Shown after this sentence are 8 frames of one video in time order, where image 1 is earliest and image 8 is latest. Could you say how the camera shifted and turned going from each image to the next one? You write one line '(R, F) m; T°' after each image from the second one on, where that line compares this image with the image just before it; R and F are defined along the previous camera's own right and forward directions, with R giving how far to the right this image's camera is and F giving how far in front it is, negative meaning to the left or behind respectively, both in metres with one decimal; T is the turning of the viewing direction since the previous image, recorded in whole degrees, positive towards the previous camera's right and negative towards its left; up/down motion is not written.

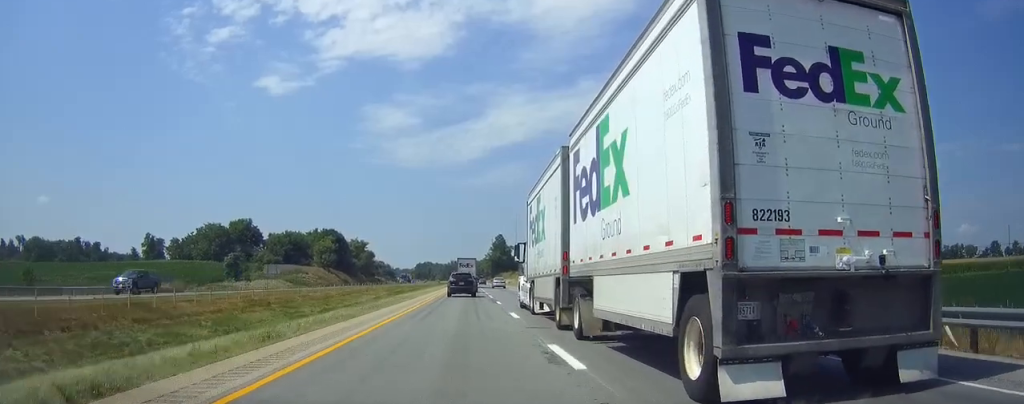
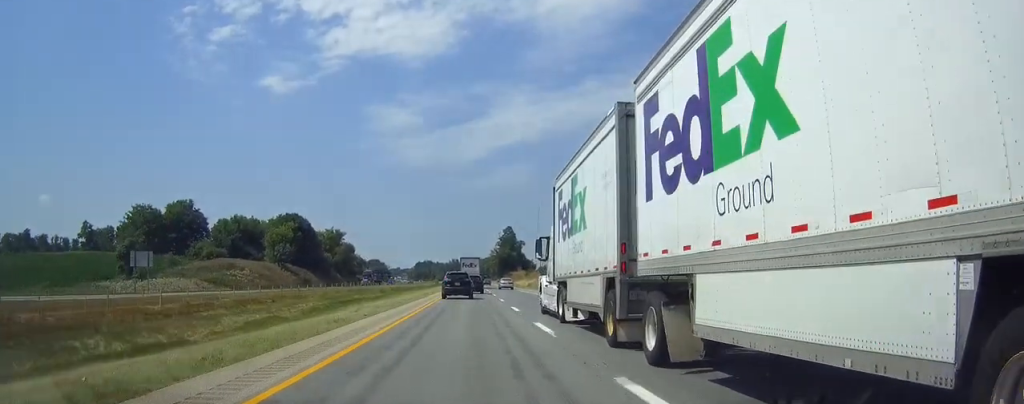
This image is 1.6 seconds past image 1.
(-0.1, +51.4) m; -1°
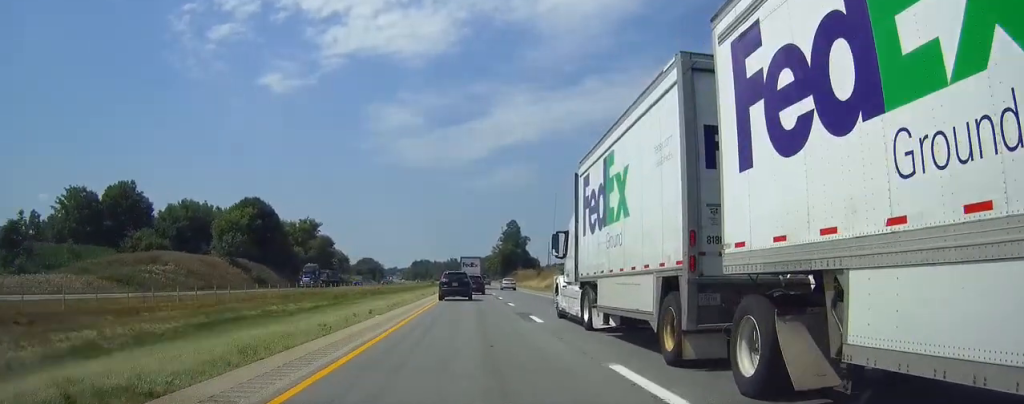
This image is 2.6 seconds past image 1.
(-0.1, +31.9) m; 0°
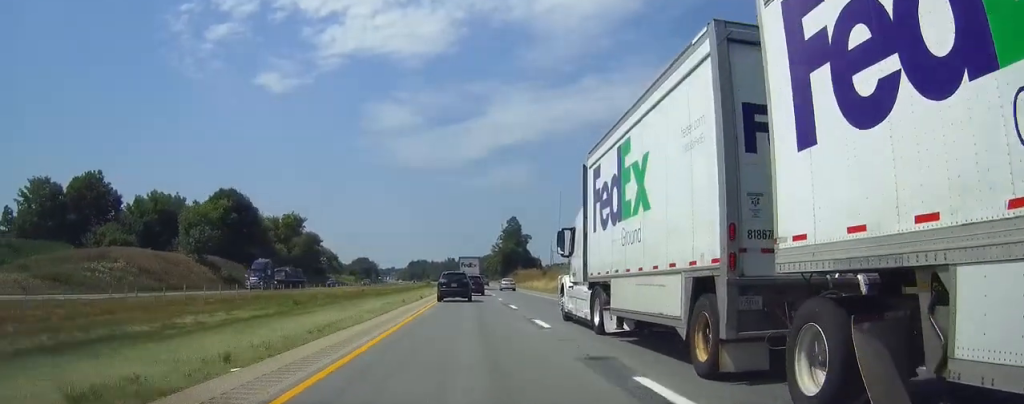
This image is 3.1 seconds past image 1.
(0.0, +13.9) m; 0°
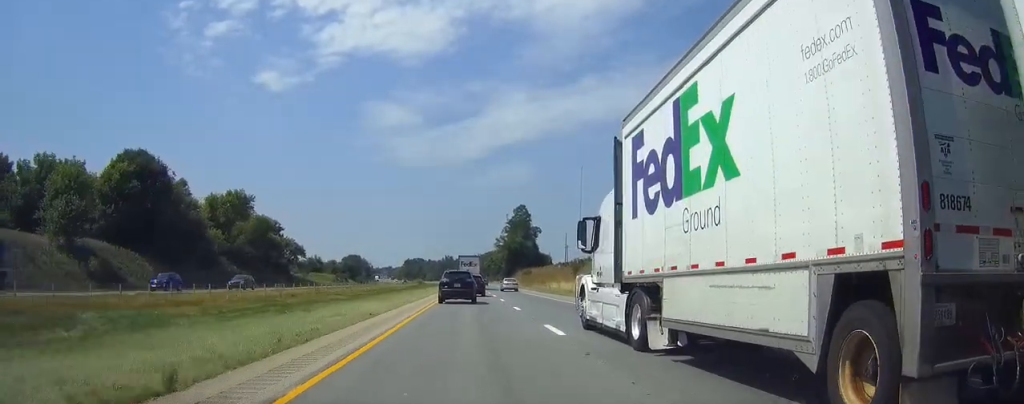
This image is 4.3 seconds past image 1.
(+0.1, +38.5) m; 0°
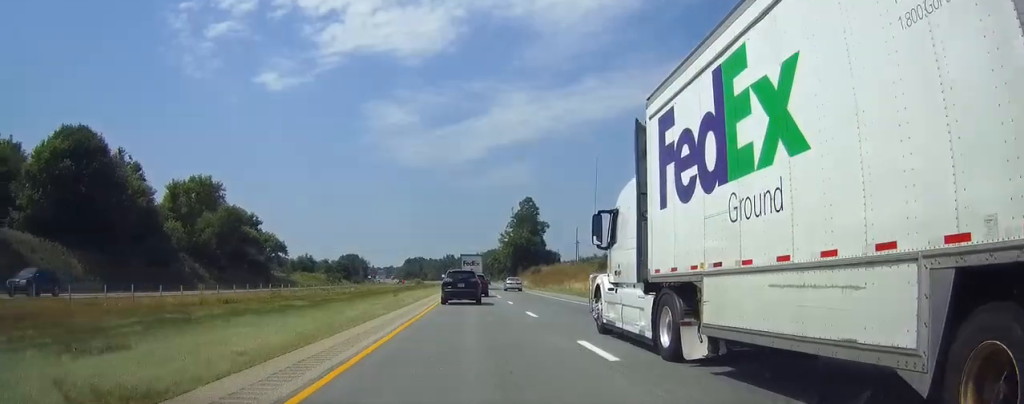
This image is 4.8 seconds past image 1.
(0.0, +17.2) m; 0°
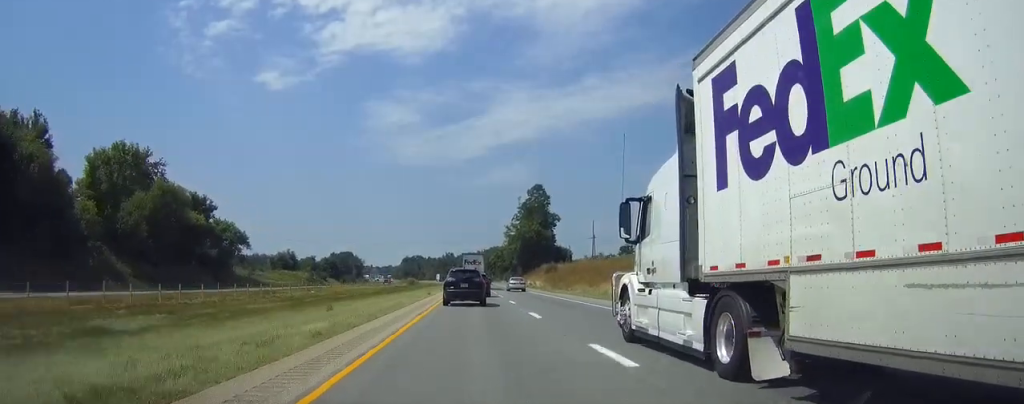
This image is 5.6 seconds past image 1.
(0.0, +24.7) m; 0°
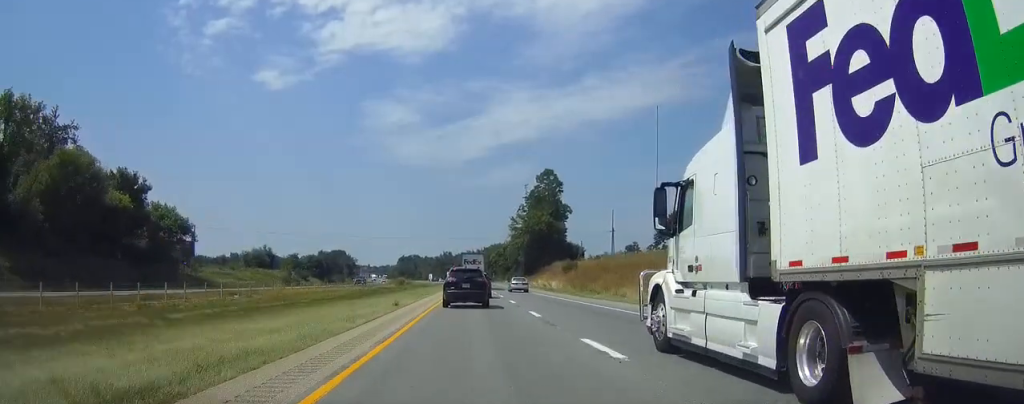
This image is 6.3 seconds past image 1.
(+0.1, +23.6) m; 0°
